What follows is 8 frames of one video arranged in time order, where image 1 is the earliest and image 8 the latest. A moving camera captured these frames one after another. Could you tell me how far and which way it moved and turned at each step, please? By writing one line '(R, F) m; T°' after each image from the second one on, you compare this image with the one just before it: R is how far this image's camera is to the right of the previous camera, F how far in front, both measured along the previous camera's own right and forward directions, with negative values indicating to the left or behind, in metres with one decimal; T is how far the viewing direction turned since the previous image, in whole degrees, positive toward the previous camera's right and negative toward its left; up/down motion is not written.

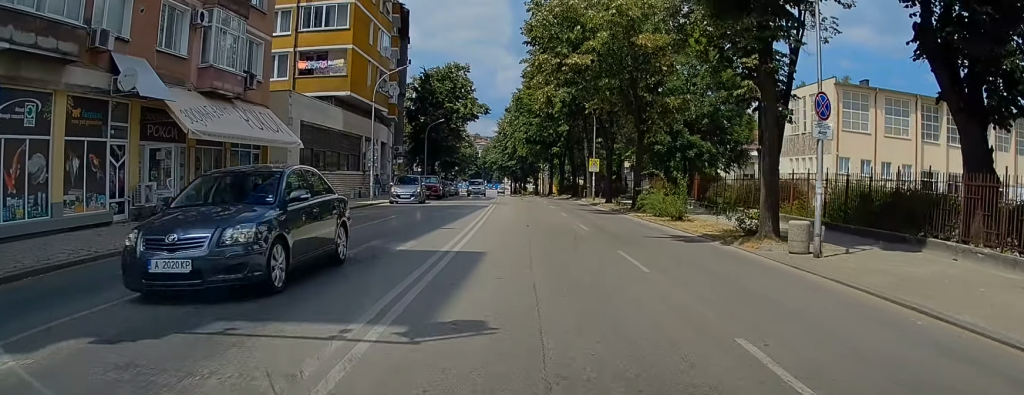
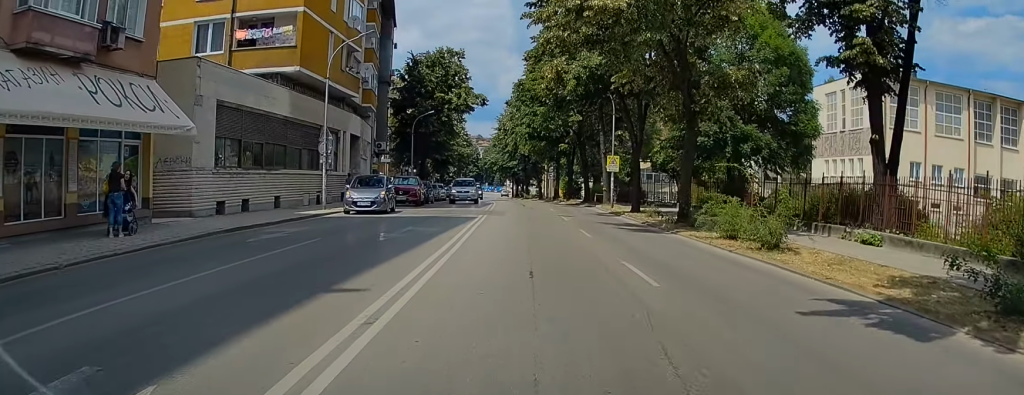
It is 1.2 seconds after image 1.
(-0.2, +11.0) m; -2°
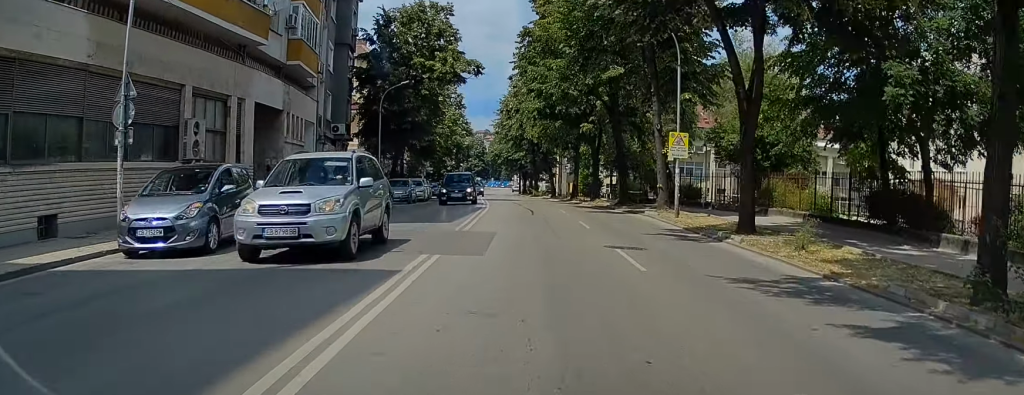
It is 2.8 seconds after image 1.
(+0.1, +17.2) m; +2°
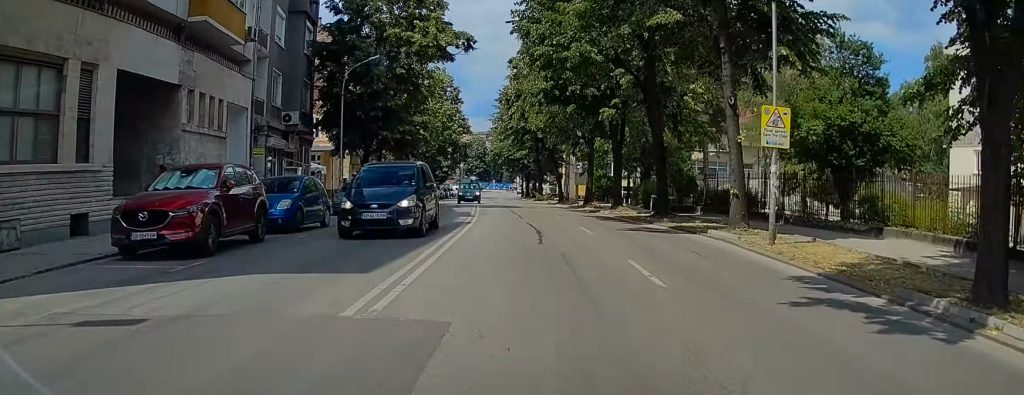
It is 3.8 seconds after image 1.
(+0.2, +10.8) m; +1°
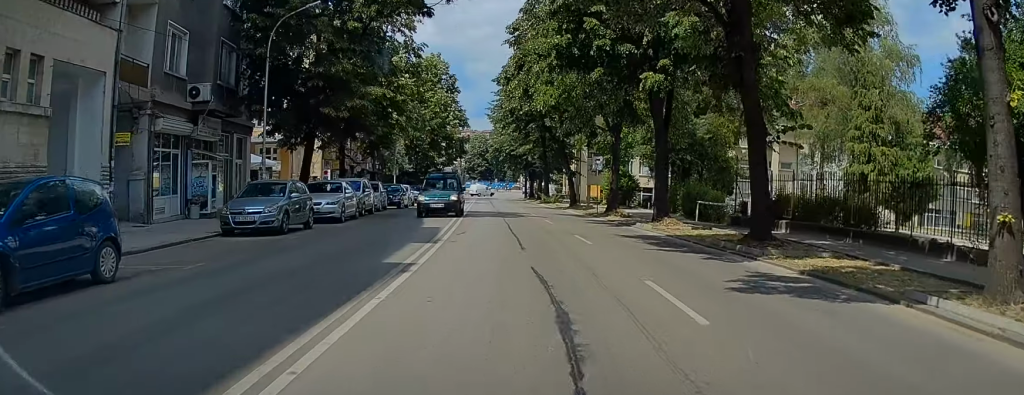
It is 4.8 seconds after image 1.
(-0.1, +11.7) m; -1°
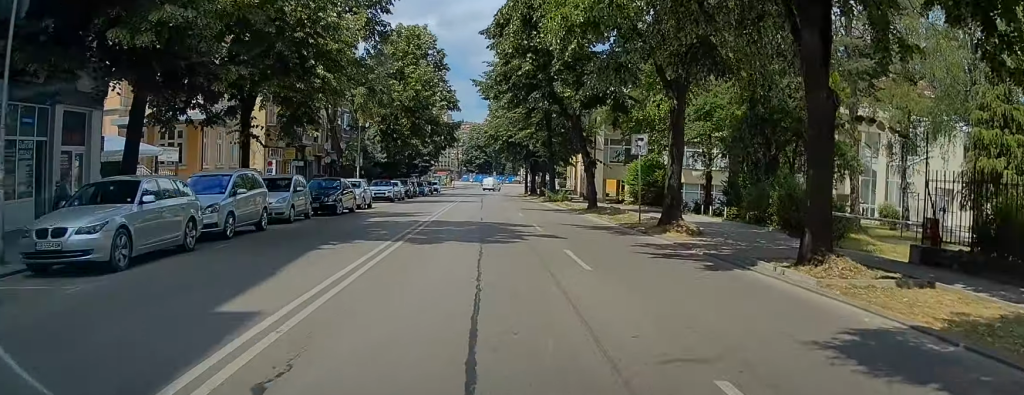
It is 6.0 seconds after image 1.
(0.0, +13.9) m; +1°
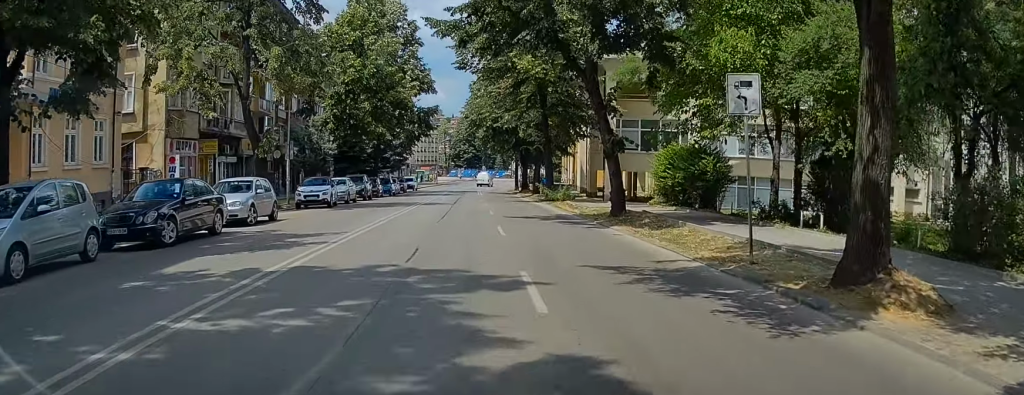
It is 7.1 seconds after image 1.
(+0.3, +12.3) m; +1°
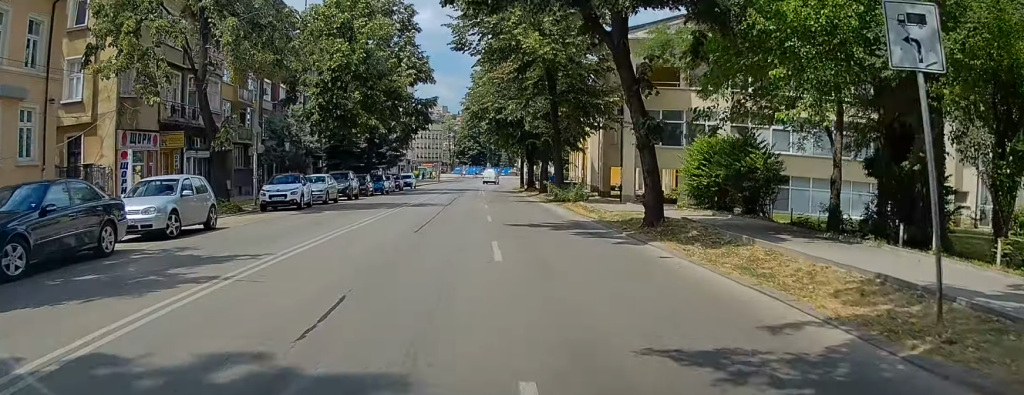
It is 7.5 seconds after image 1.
(+0.1, +5.0) m; 0°
